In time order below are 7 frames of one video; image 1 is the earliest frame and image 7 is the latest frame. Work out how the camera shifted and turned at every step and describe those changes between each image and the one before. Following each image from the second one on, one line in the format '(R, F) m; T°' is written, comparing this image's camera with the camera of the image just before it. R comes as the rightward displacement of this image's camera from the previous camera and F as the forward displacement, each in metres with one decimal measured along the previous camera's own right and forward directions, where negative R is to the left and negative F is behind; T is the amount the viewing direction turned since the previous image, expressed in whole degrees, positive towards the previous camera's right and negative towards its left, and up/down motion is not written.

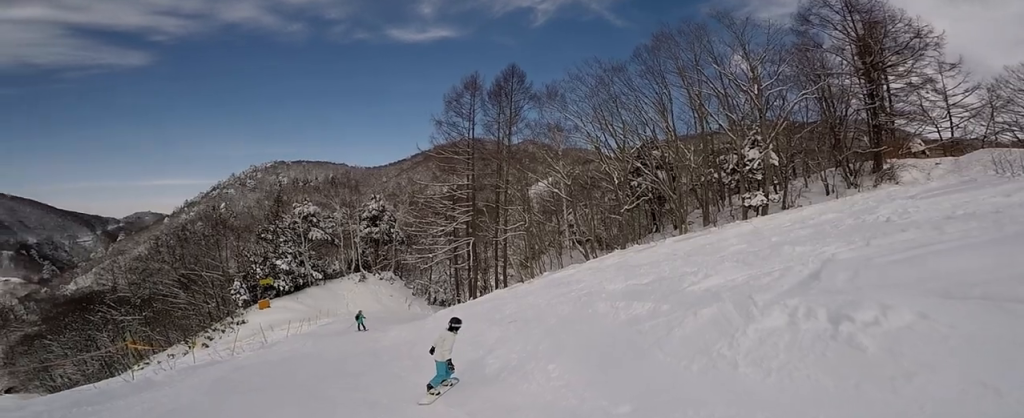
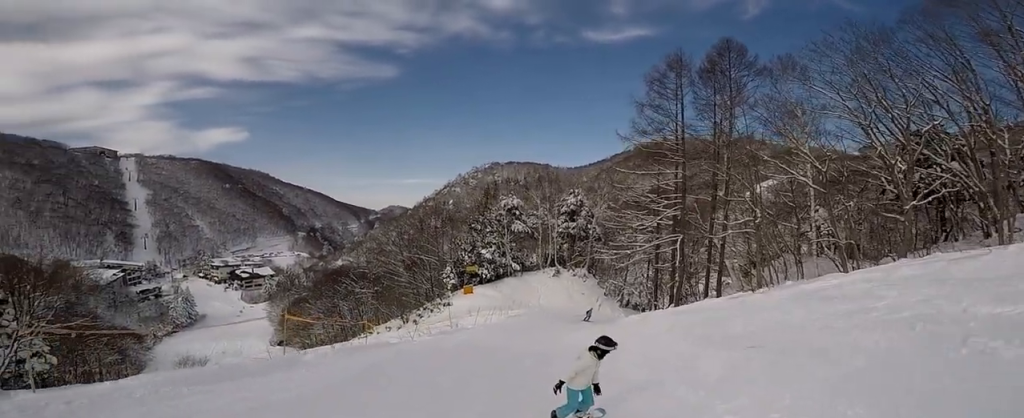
(-0.8, +5.5) m; -1°
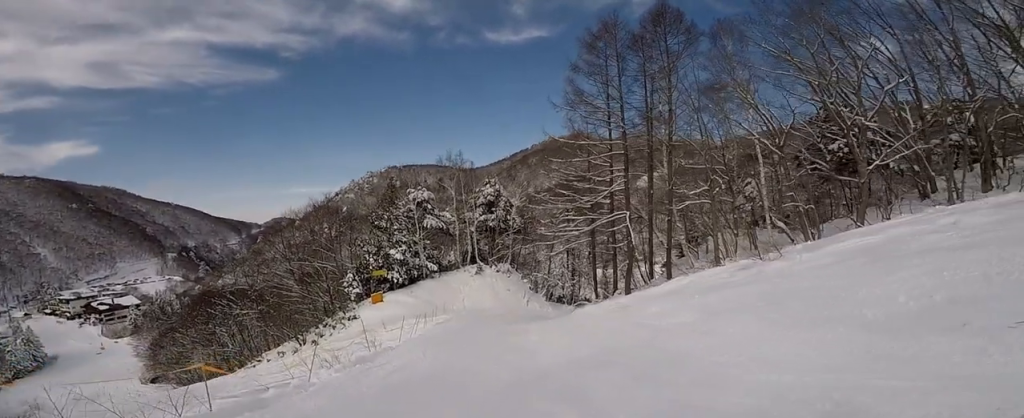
(+0.7, +5.7) m; +13°
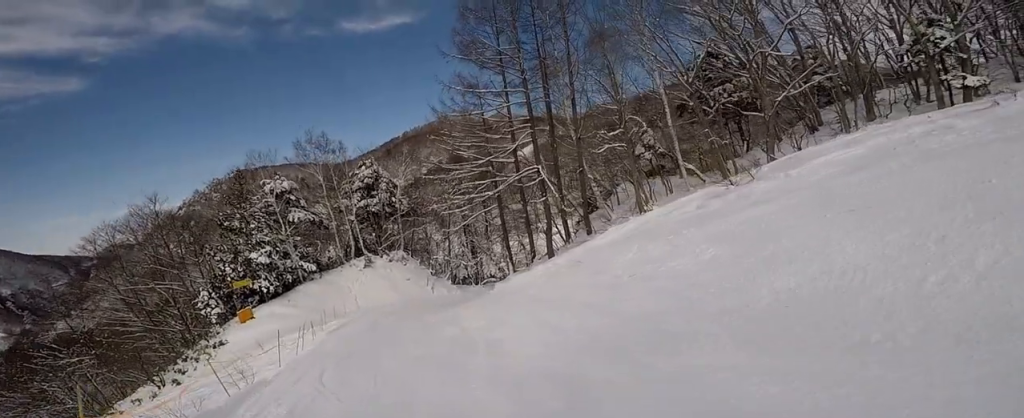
(+0.3, +4.2) m; -2°
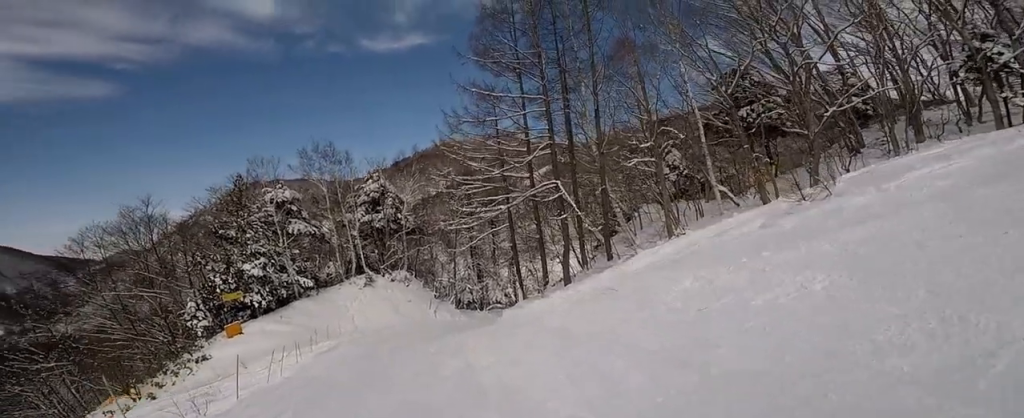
(+0.5, +2.6) m; -5°
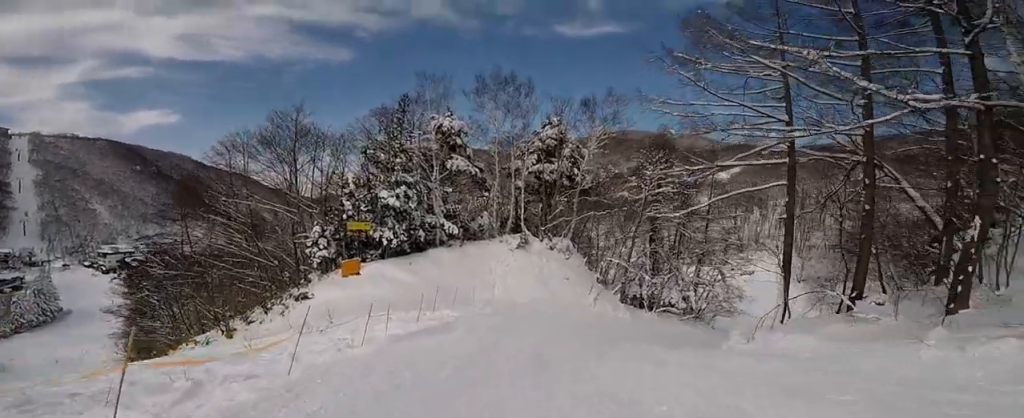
(-1.5, +11.0) m; +10°
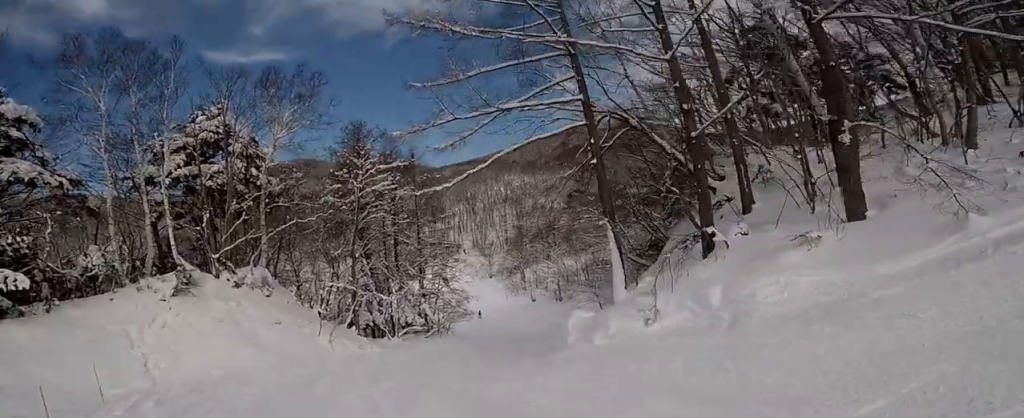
(+2.1, +8.5) m; +25°
